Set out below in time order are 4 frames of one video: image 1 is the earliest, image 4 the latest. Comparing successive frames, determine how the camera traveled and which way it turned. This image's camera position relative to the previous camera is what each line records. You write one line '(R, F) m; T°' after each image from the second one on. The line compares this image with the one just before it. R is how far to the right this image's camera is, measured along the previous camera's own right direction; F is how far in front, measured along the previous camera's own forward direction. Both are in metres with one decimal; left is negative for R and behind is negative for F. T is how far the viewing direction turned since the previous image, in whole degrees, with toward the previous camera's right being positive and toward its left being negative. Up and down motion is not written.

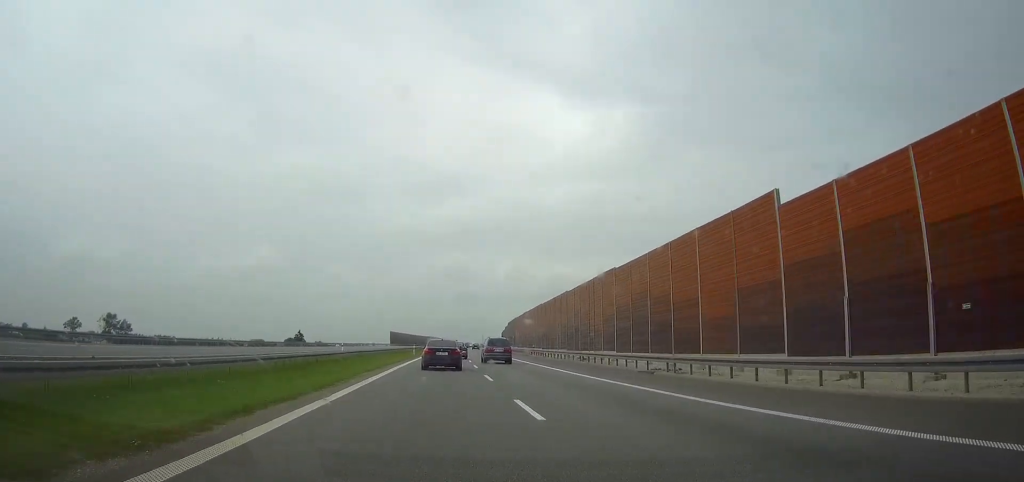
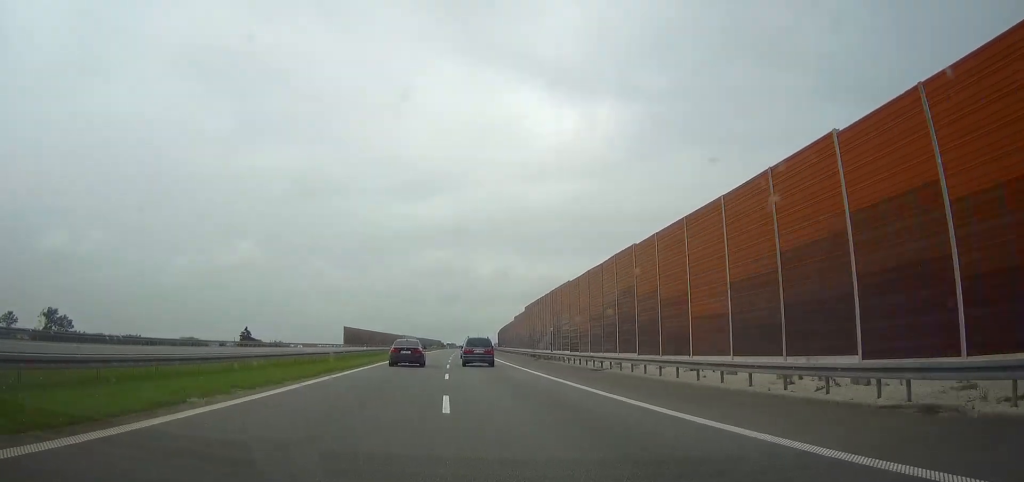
(+1.3, +72.3) m; +2°
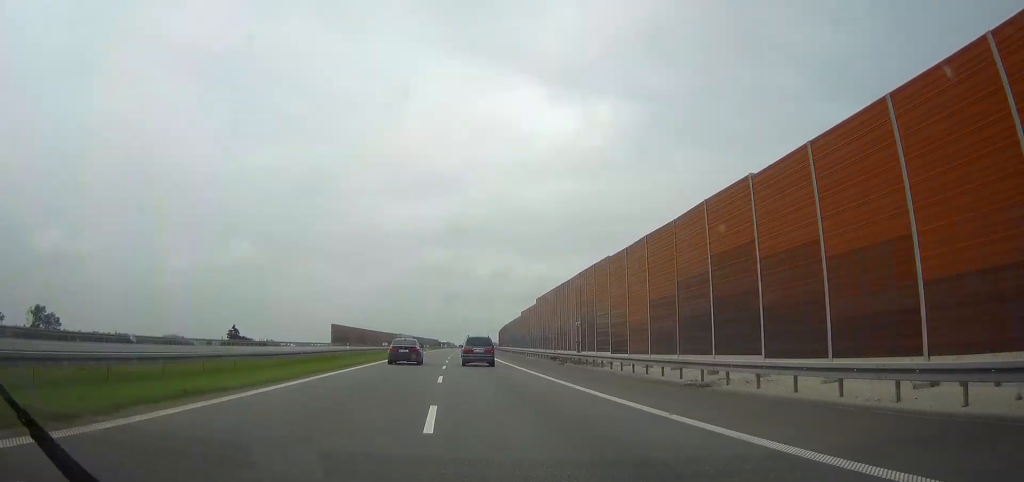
(0.0, +15.0) m; 0°
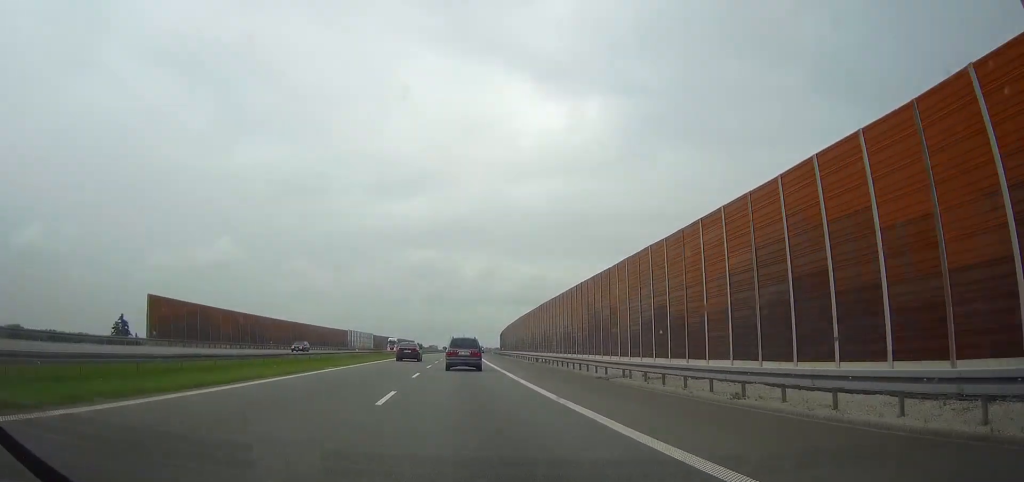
(+1.1, +90.6) m; +1°
